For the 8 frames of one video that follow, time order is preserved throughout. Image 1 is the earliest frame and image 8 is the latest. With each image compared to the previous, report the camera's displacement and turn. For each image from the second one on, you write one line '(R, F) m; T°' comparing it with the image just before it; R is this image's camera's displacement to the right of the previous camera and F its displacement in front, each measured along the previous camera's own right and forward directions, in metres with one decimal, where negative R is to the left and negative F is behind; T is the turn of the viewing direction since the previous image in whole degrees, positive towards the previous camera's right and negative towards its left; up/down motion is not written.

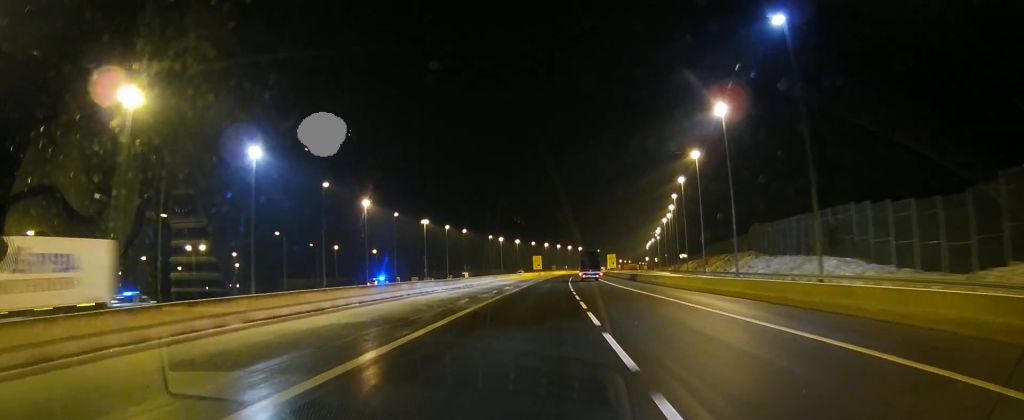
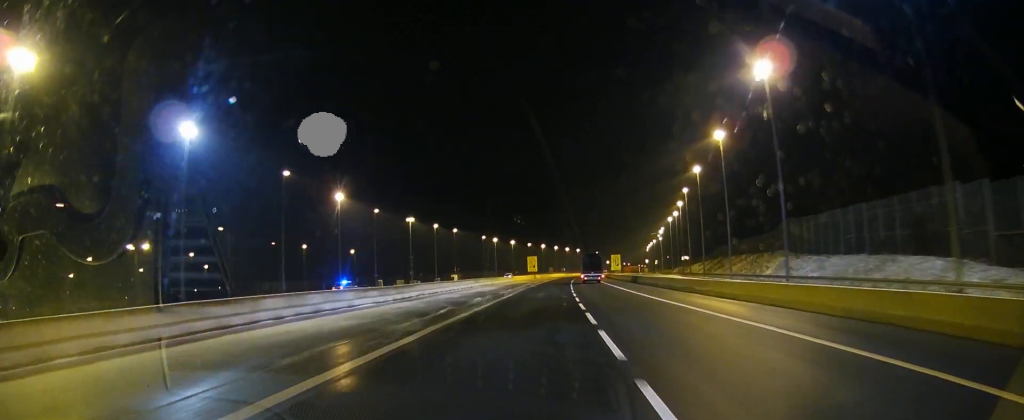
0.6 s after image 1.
(0.0, +16.7) m; 0°
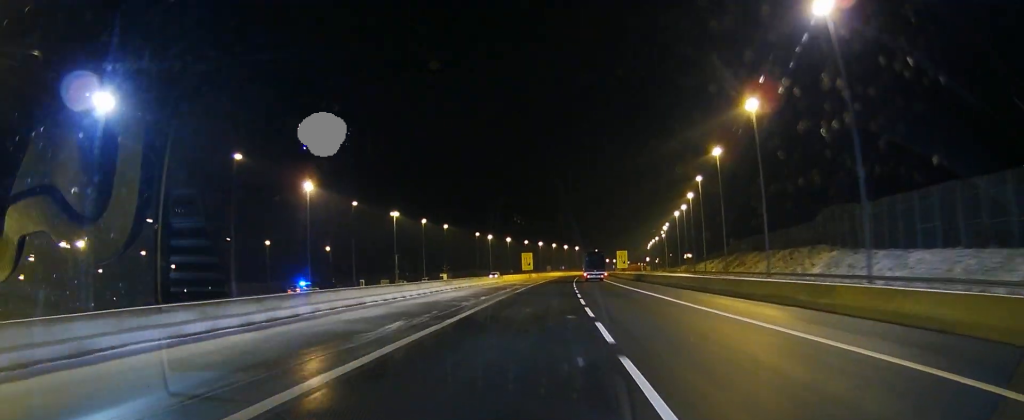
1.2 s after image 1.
(0.0, +16.5) m; -1°
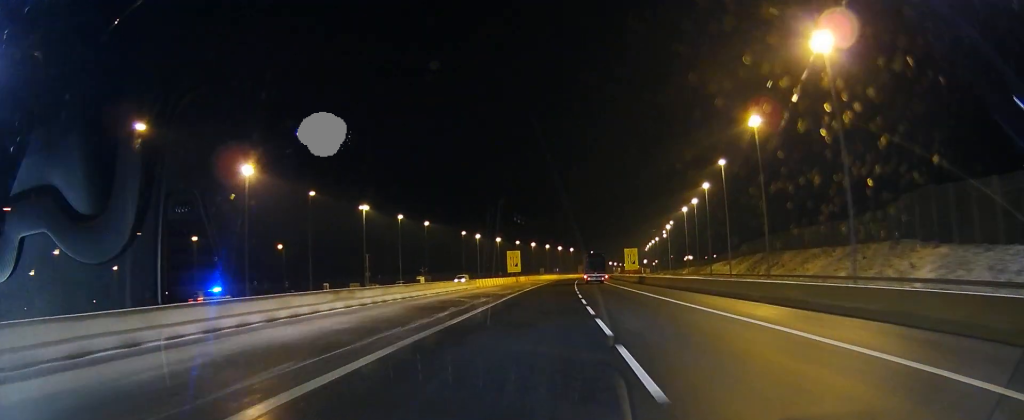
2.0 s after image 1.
(-0.1, +22.6) m; 0°
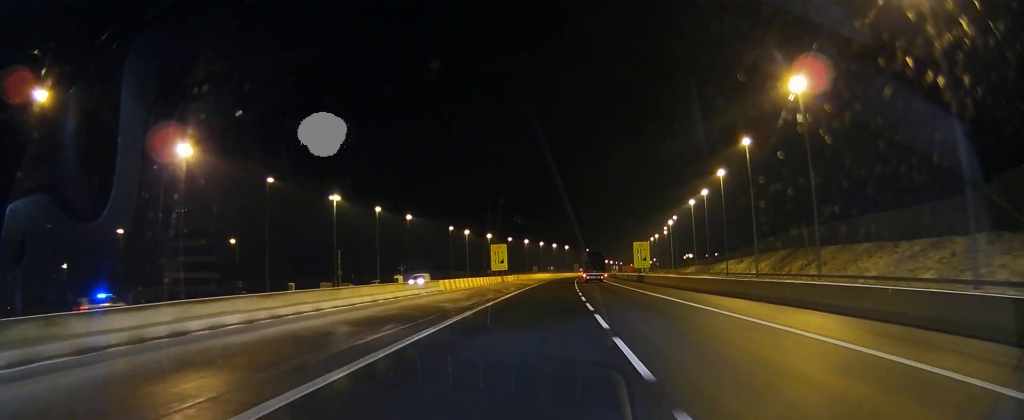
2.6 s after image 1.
(-0.5, +16.0) m; +1°
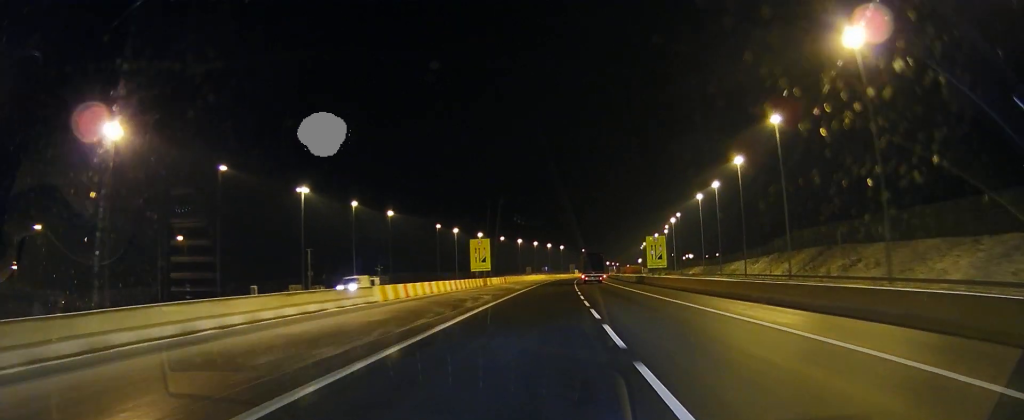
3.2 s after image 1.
(+0.6, +14.7) m; +2°
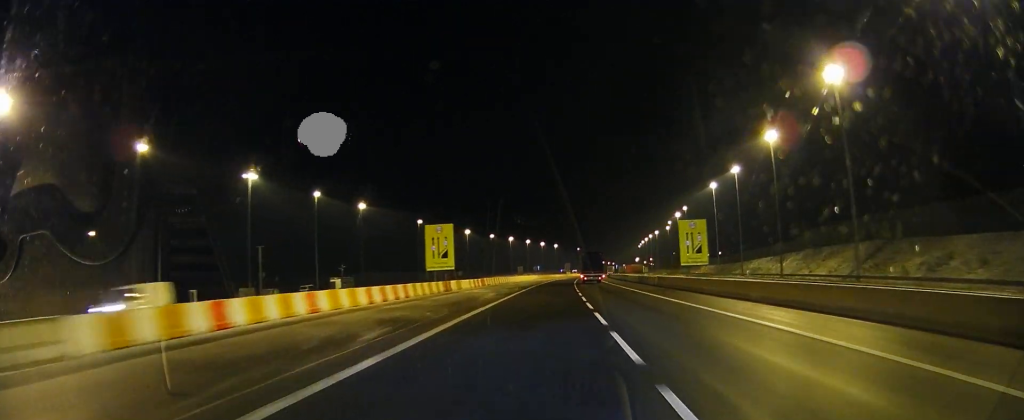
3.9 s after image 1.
(+0.4, +18.1) m; +2°
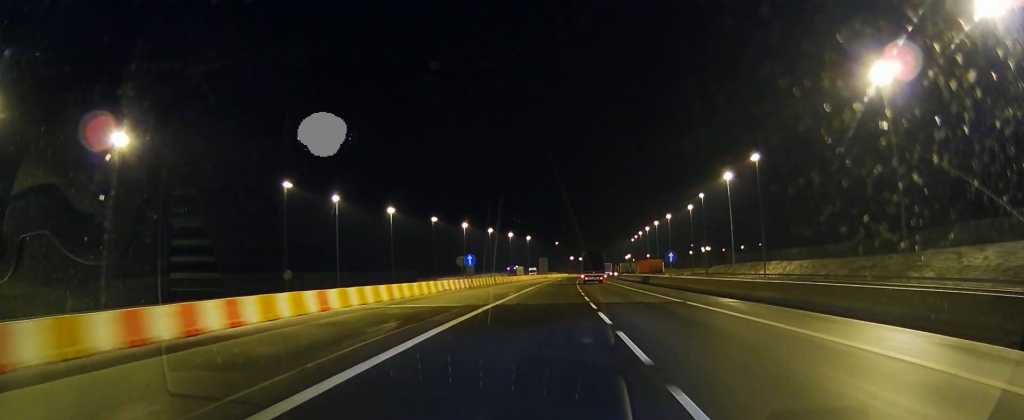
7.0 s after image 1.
(+1.4, +89.2) m; +3°
